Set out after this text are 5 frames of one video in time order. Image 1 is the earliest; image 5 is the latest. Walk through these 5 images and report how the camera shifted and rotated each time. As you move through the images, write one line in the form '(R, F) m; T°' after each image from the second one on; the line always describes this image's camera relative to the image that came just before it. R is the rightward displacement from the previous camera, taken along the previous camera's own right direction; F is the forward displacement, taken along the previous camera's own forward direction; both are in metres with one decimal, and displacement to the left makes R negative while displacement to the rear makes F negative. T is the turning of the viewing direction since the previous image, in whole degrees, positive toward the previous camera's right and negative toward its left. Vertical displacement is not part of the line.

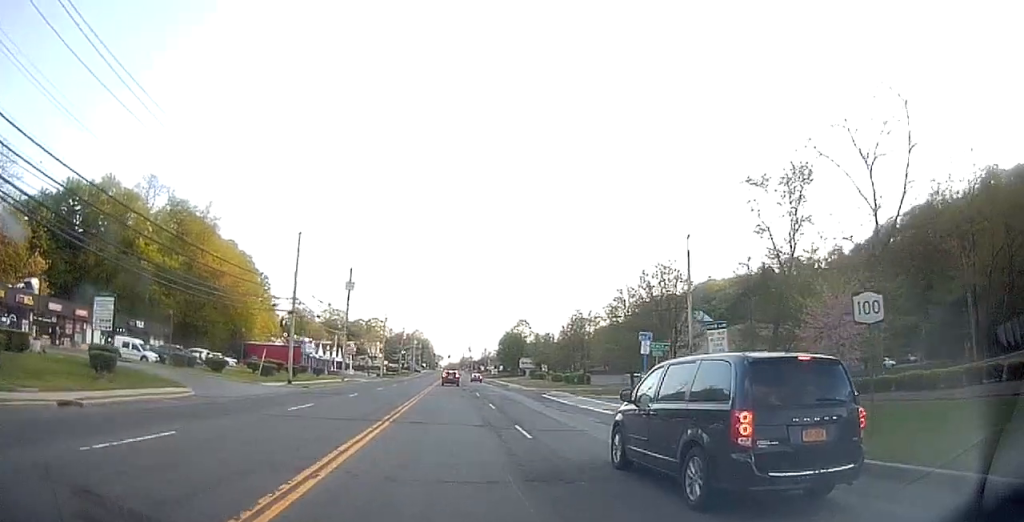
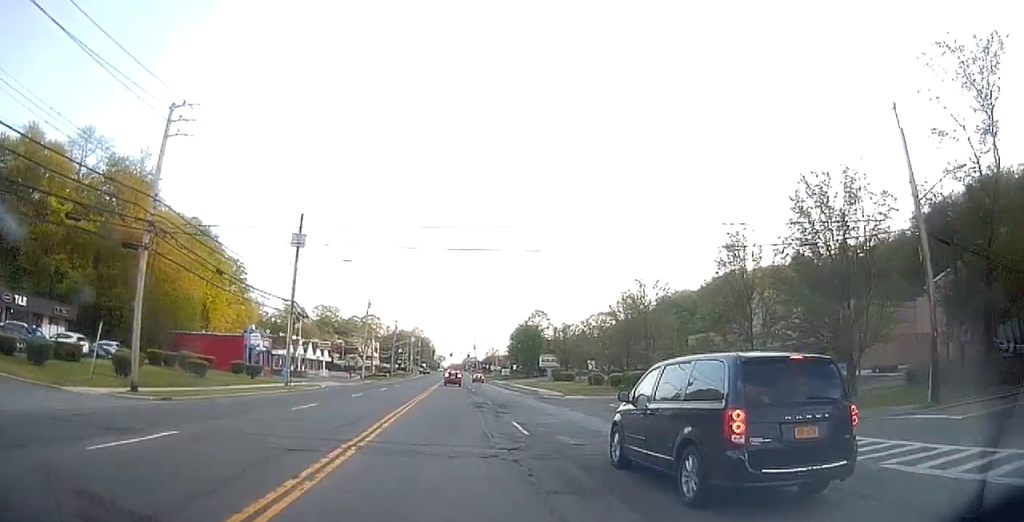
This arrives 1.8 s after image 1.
(+0.3, +24.1) m; 0°
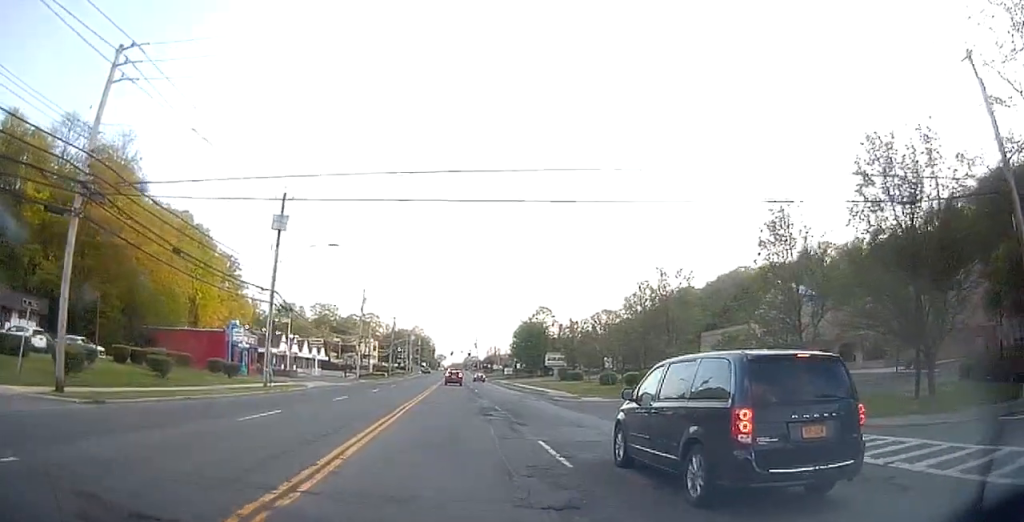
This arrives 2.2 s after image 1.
(-0.1, +5.2) m; -1°
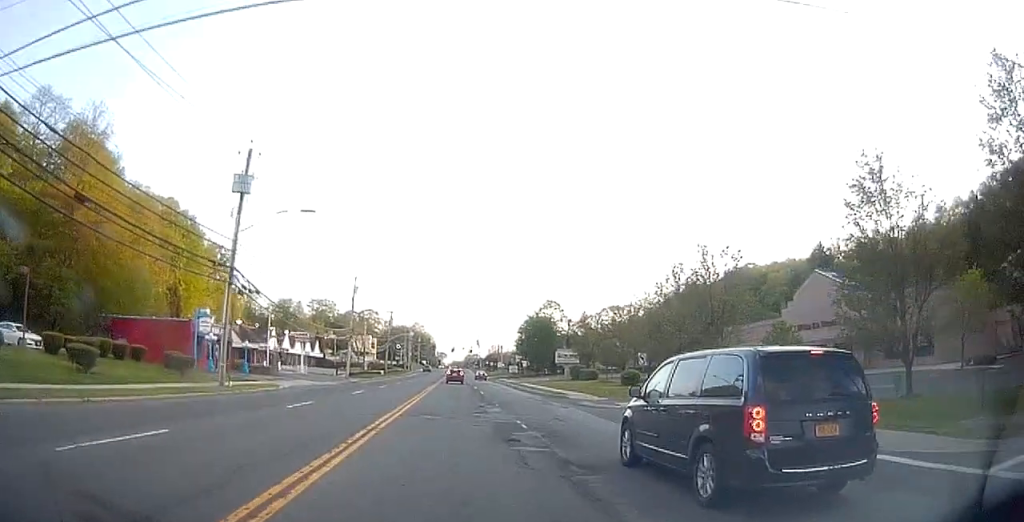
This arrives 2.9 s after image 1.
(-0.1, +8.1) m; -1°
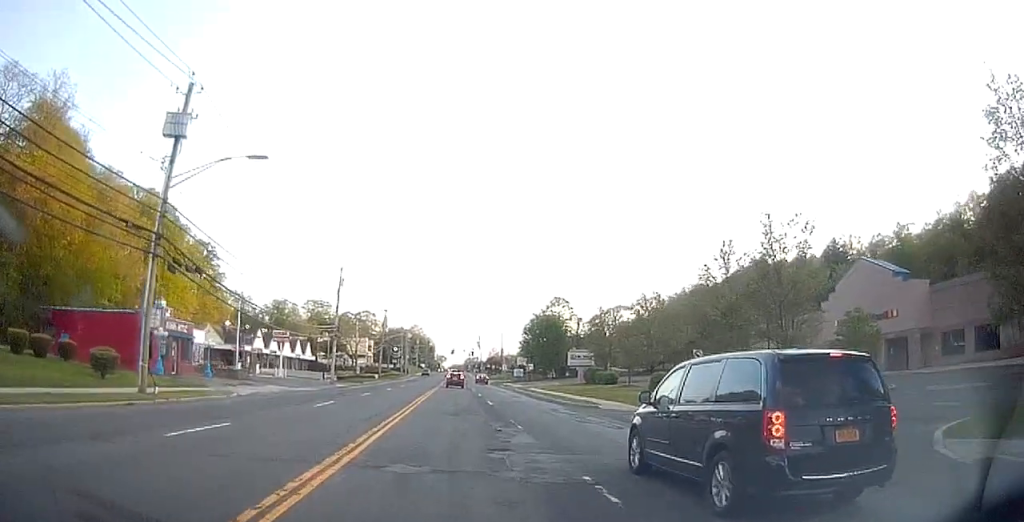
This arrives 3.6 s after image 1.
(0.0, +8.8) m; 0°
